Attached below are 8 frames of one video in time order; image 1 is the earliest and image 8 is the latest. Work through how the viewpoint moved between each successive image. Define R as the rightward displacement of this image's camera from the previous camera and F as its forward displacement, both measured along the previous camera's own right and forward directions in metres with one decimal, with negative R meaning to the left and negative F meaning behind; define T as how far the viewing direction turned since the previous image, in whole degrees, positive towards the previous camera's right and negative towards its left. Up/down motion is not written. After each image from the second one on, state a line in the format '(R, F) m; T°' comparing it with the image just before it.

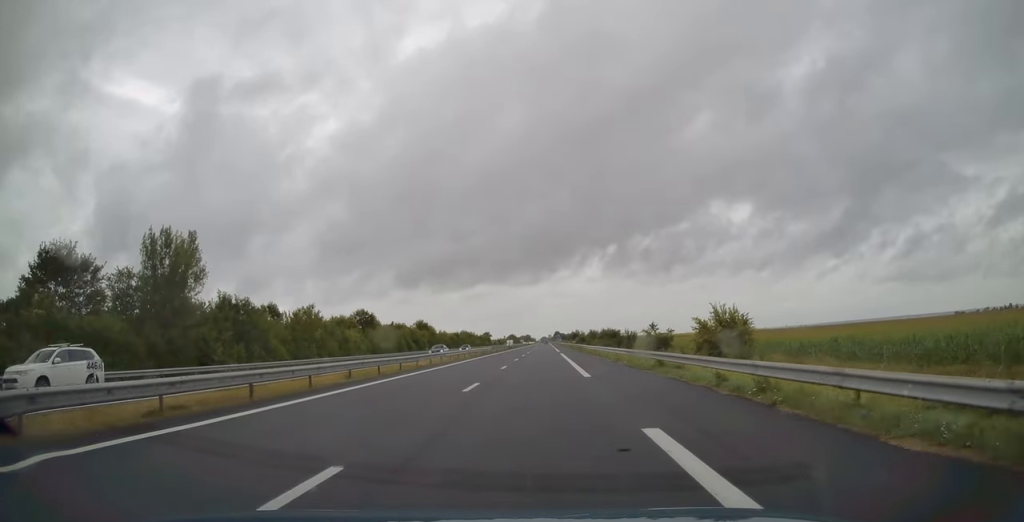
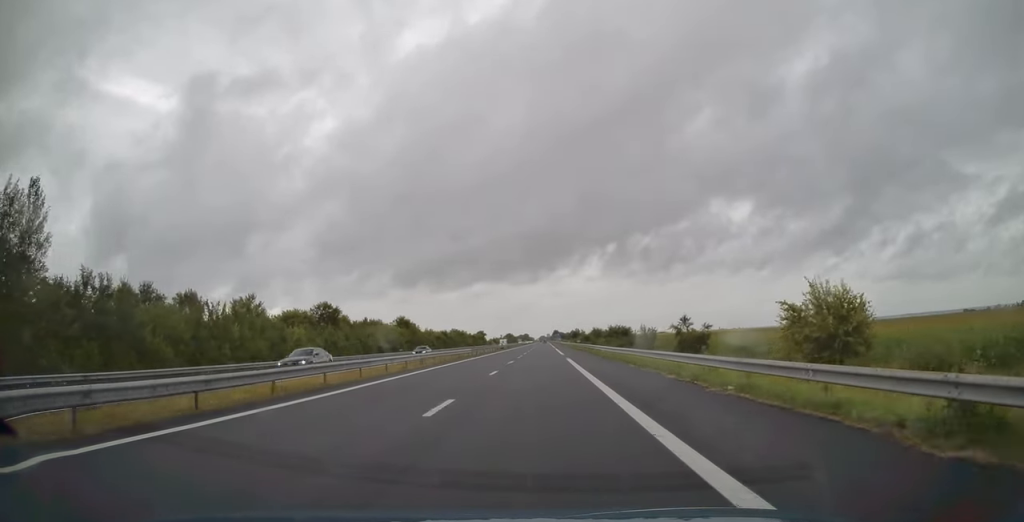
(0.0, +18.9) m; 0°
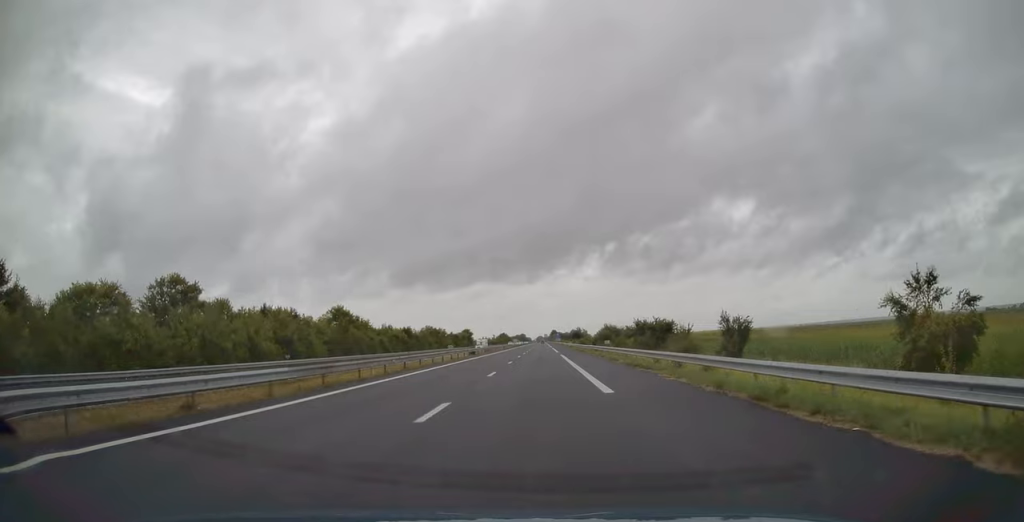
(0.0, +40.2) m; 0°
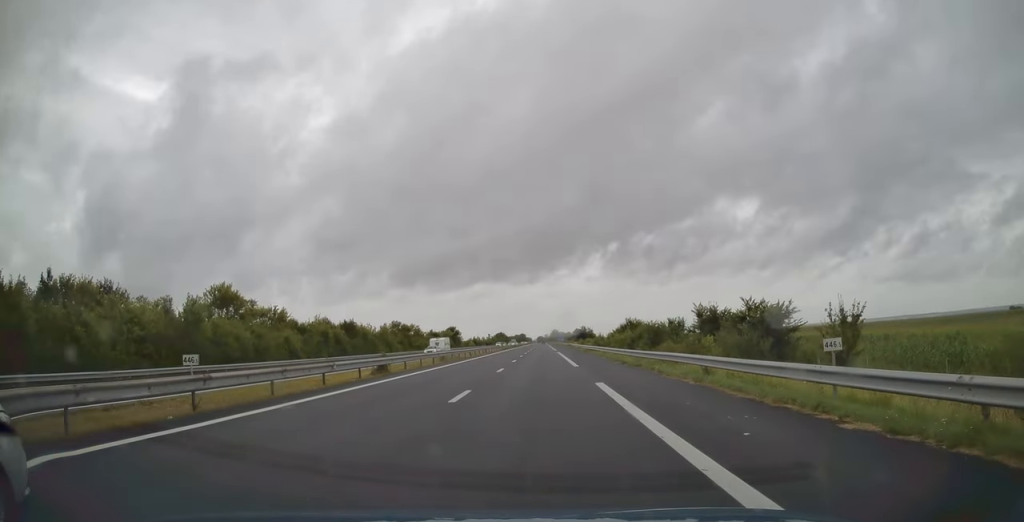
(+0.1, +35.9) m; 0°
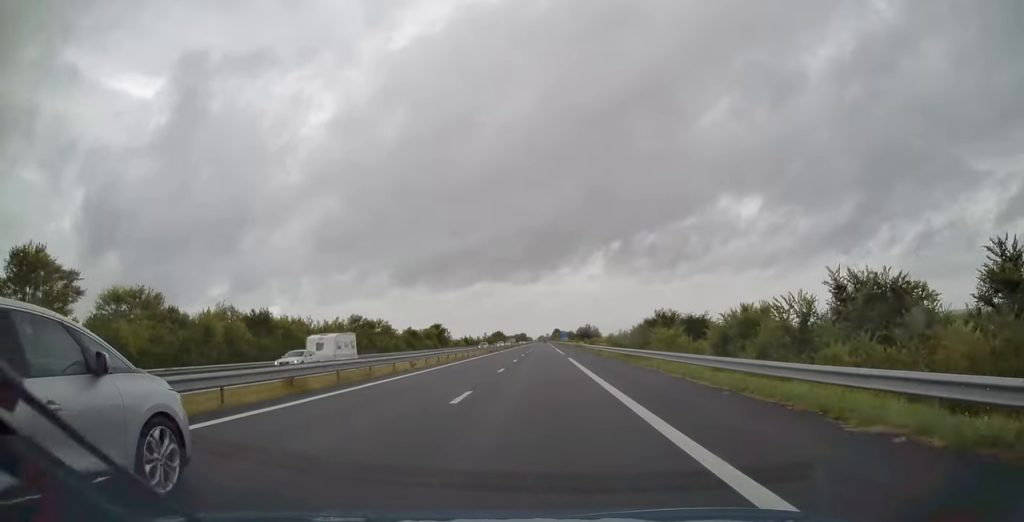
(0.0, +26.9) m; 0°
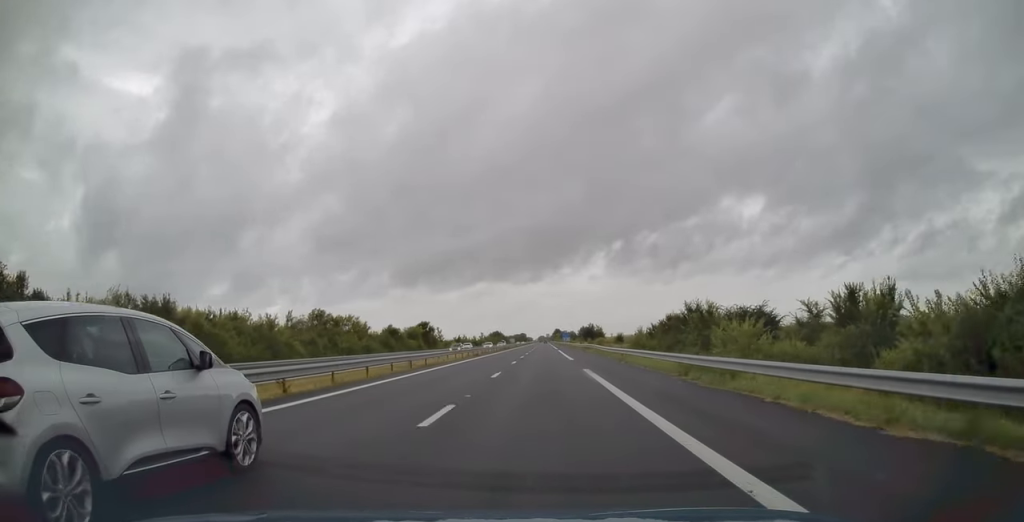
(0.0, +16.7) m; 0°
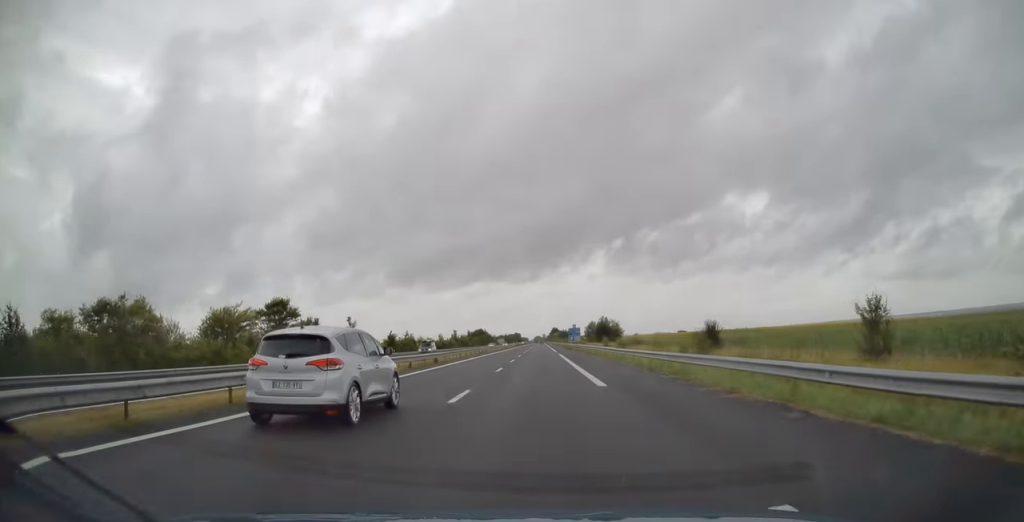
(+0.3, +75.0) m; 0°
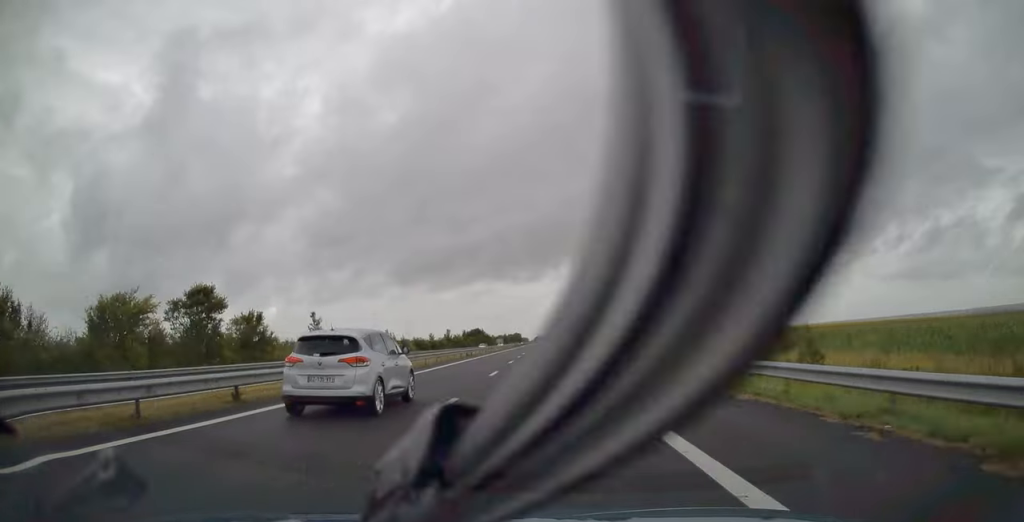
(0.0, +15.7) m; 0°
